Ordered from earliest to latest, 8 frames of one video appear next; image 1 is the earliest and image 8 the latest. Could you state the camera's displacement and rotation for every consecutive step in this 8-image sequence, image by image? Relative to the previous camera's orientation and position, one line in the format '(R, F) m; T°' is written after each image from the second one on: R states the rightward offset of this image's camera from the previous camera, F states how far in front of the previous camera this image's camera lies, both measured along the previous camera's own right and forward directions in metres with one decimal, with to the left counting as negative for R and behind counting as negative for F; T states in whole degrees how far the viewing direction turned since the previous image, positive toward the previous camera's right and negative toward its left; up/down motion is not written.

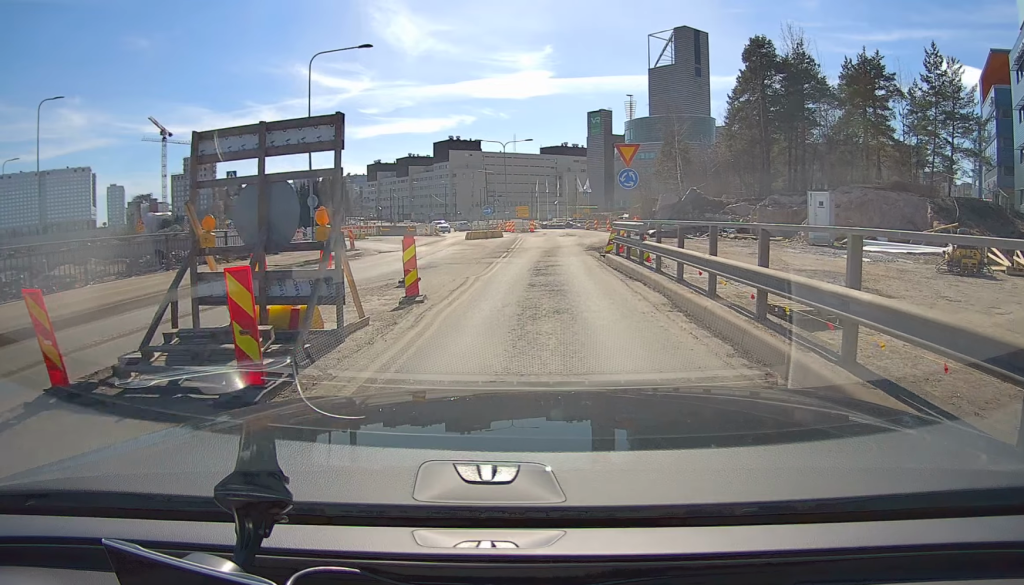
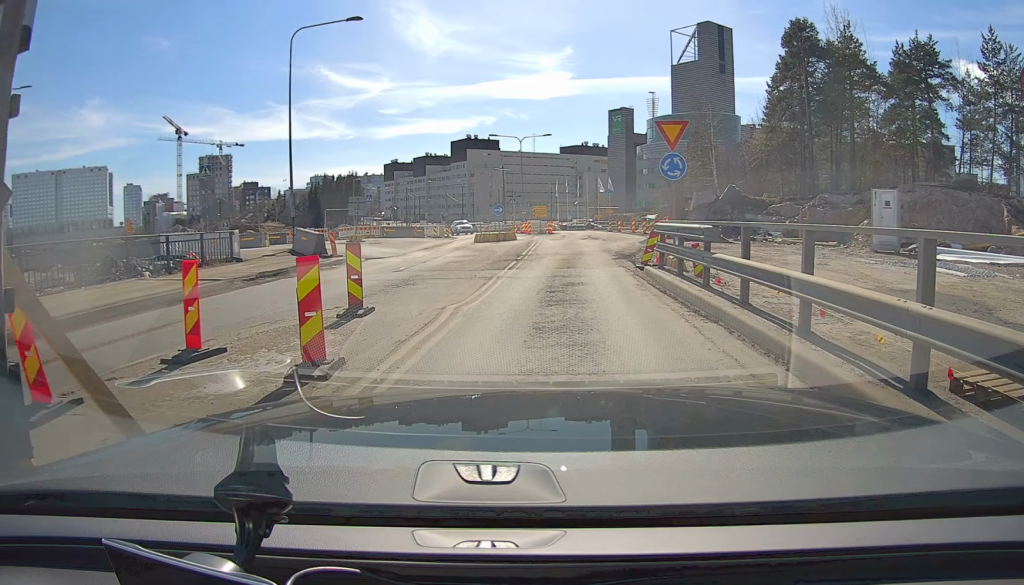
(0.0, +5.0) m; -1°
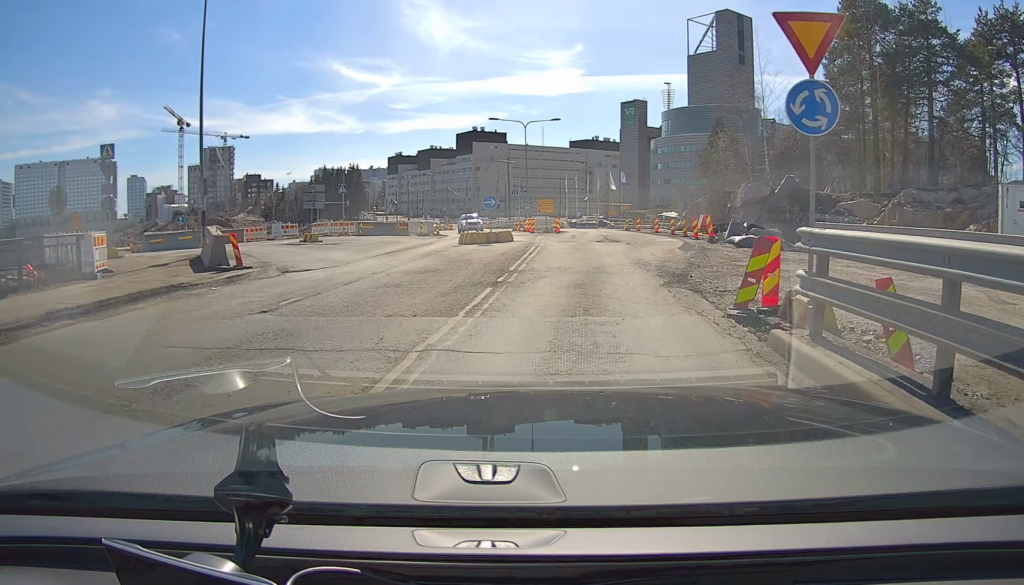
(-0.2, +8.3) m; 0°
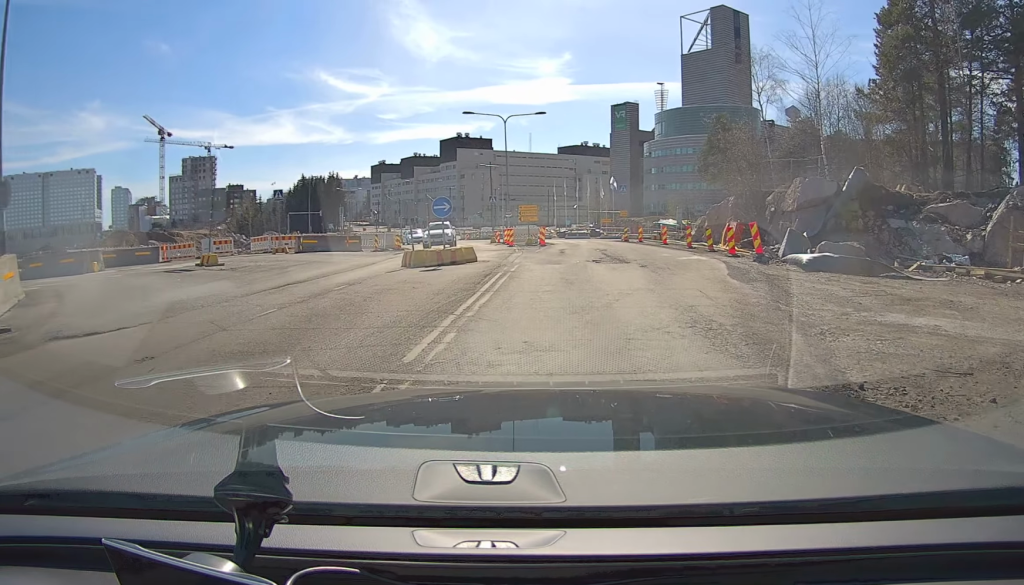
(+0.2, +8.3) m; -1°
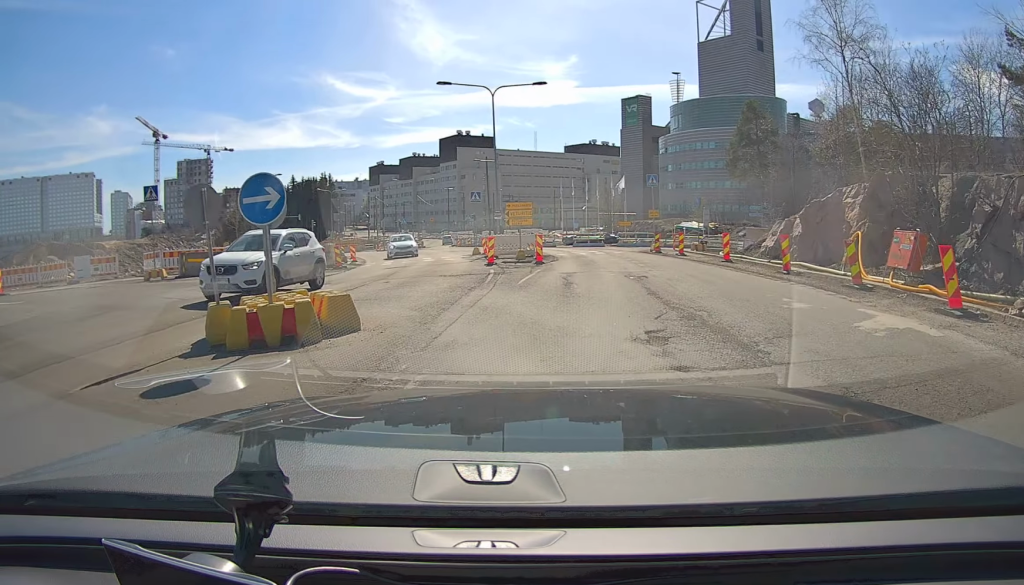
(-0.2, +12.3) m; 0°
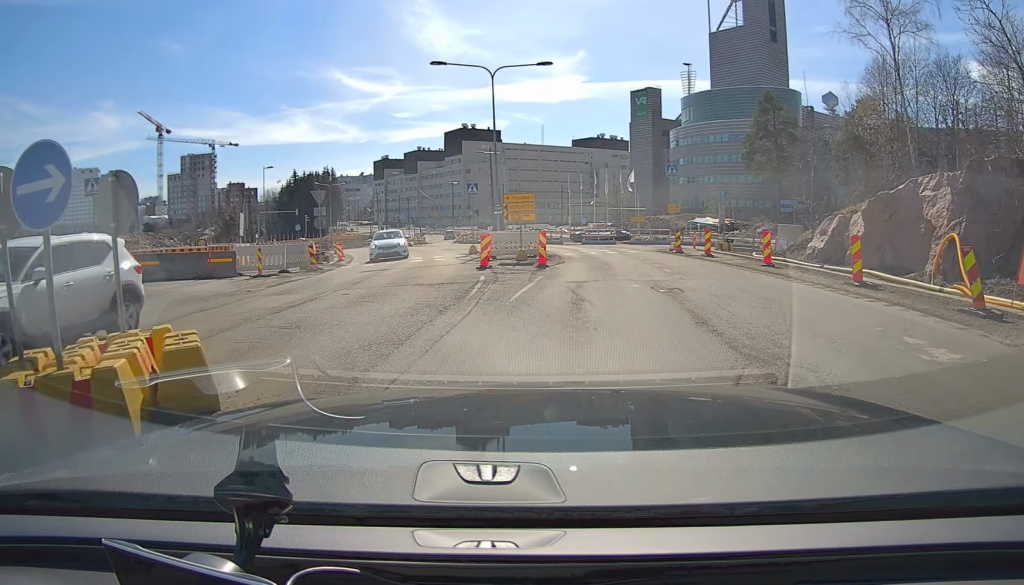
(+0.2, +4.3) m; 0°
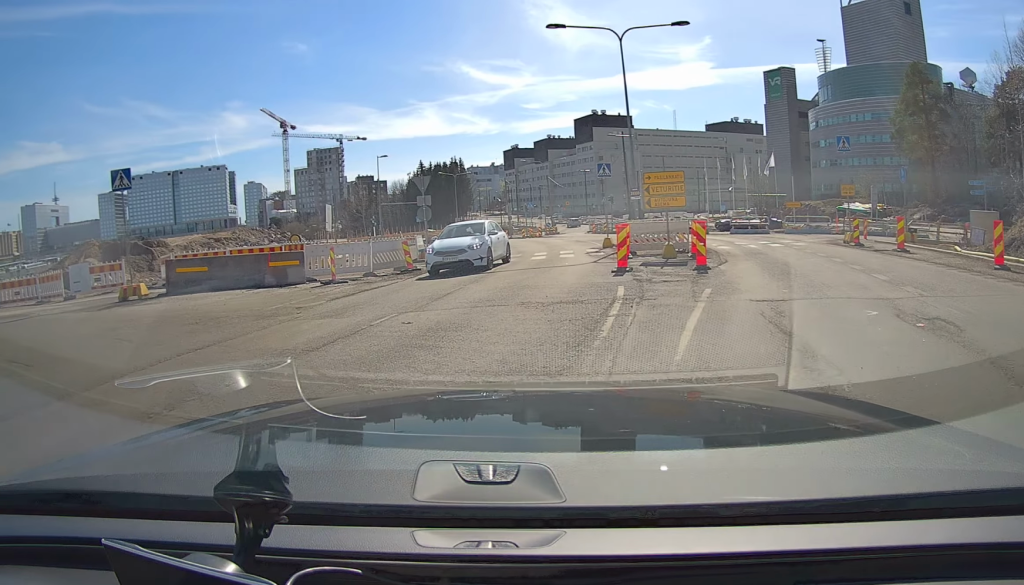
(-0.3, +5.2) m; -11°
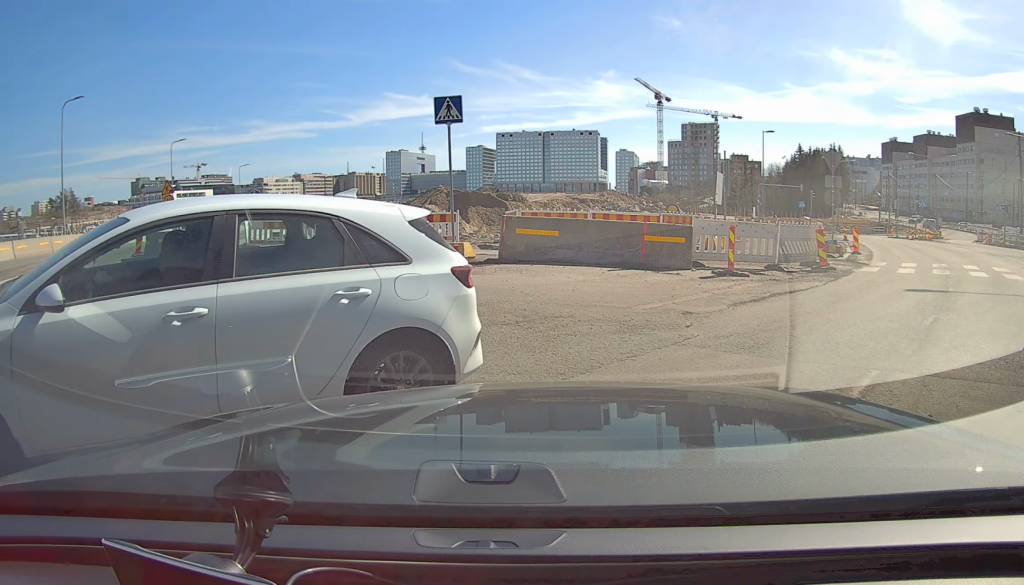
(-1.7, +4.7) m; -50°
